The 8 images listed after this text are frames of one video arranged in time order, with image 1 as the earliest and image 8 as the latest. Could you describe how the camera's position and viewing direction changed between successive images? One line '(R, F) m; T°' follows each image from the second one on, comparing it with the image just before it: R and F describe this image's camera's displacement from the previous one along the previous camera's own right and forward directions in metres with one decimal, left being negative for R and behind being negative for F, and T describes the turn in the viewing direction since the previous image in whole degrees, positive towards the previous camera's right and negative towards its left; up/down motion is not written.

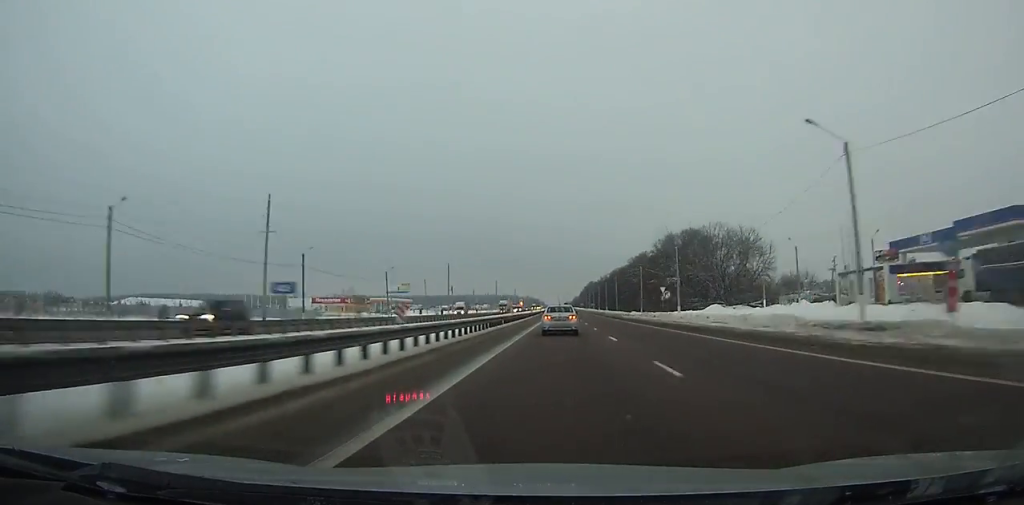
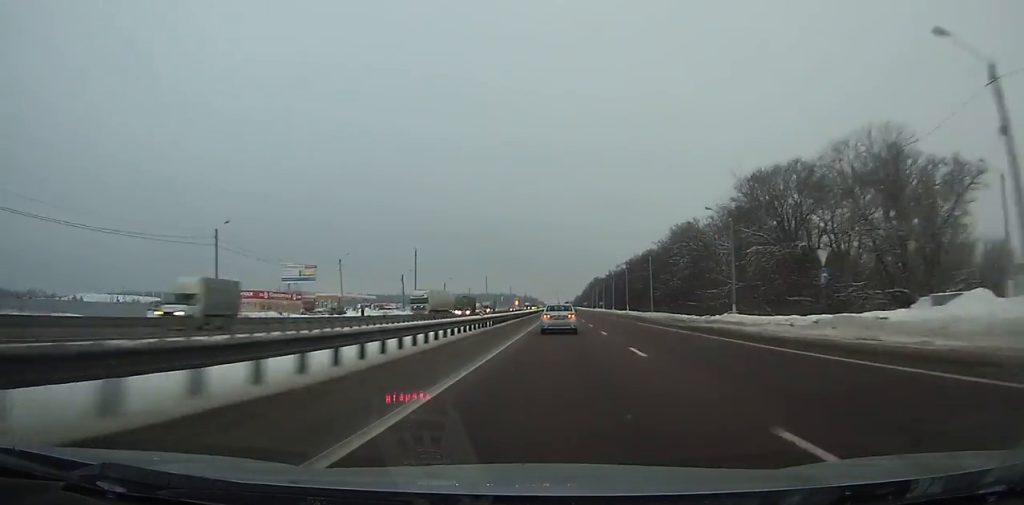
(0.0, +56.2) m; 0°
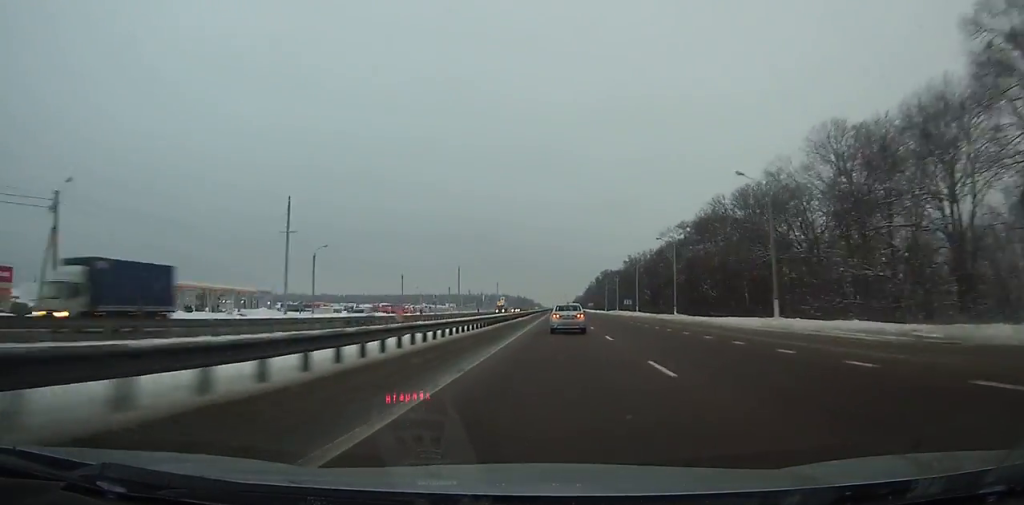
(+0.1, +87.3) m; 0°
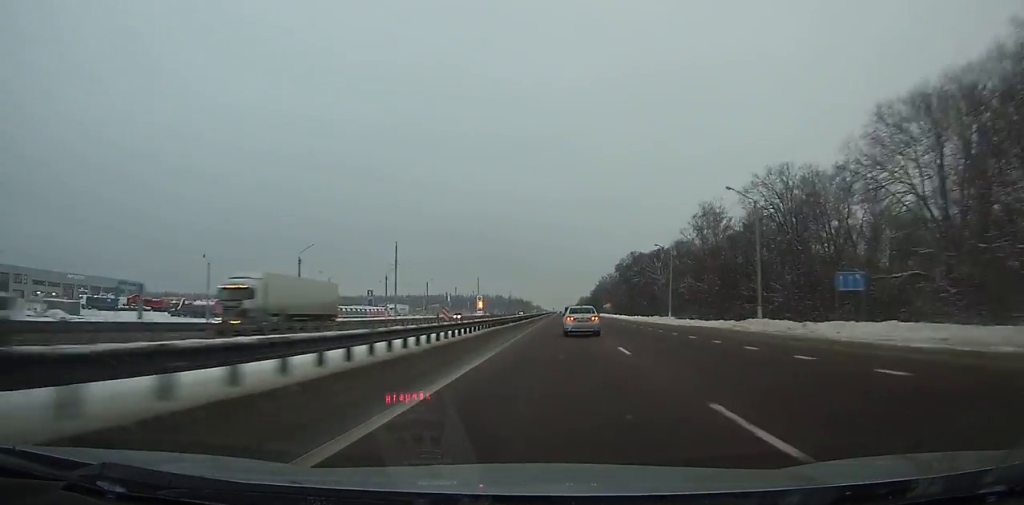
(+0.1, +101.7) m; 0°
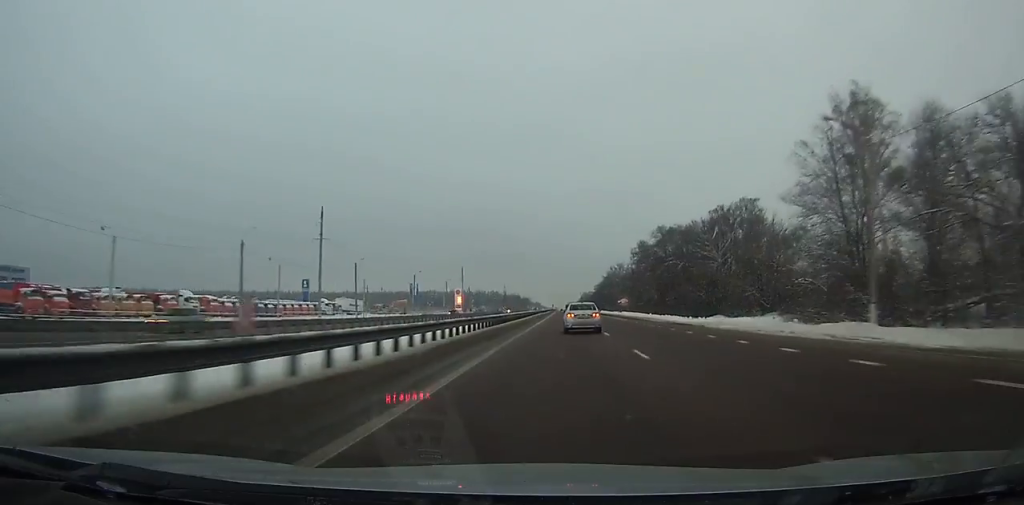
(-0.1, +50.8) m; 0°
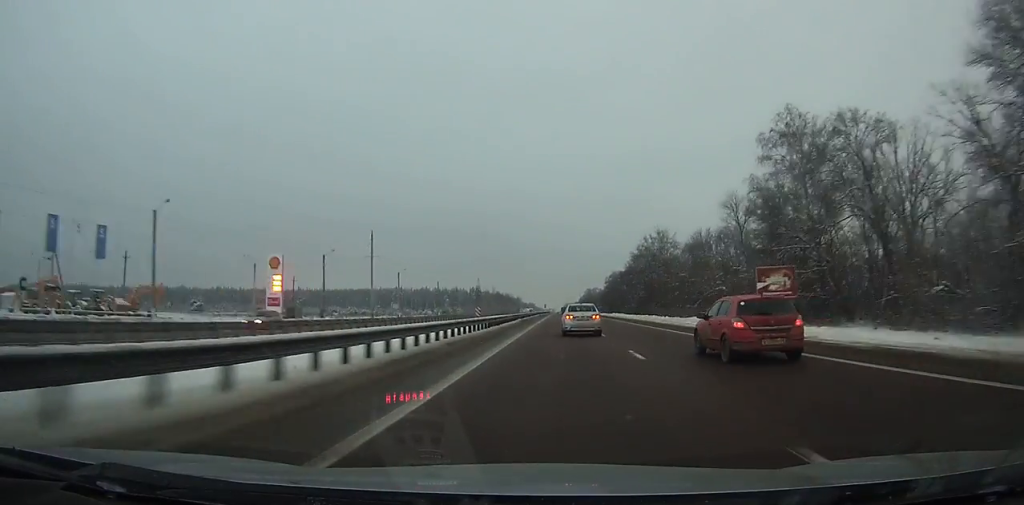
(+0.3, +118.8) m; 0°
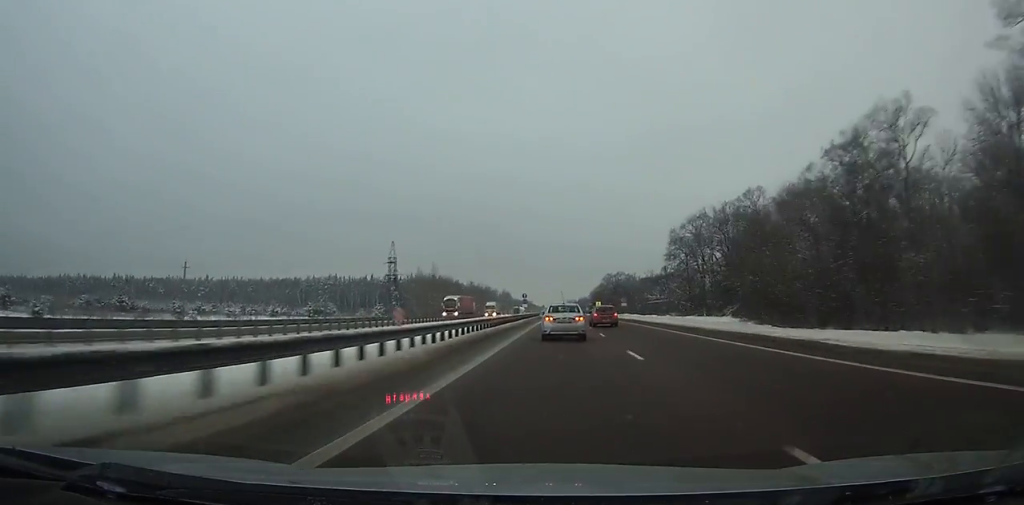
(0.0, +155.1) m; 0°
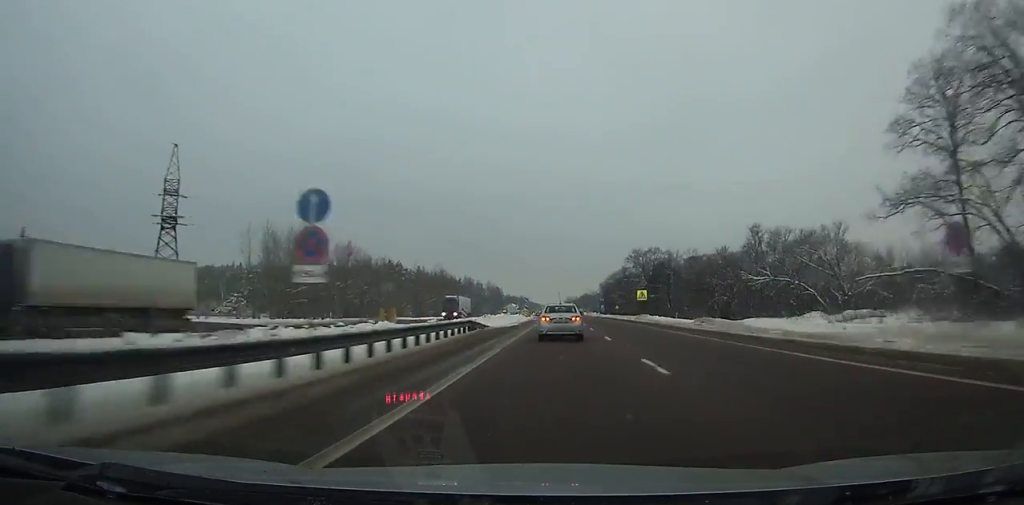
(-0.4, +87.0) m; 0°
